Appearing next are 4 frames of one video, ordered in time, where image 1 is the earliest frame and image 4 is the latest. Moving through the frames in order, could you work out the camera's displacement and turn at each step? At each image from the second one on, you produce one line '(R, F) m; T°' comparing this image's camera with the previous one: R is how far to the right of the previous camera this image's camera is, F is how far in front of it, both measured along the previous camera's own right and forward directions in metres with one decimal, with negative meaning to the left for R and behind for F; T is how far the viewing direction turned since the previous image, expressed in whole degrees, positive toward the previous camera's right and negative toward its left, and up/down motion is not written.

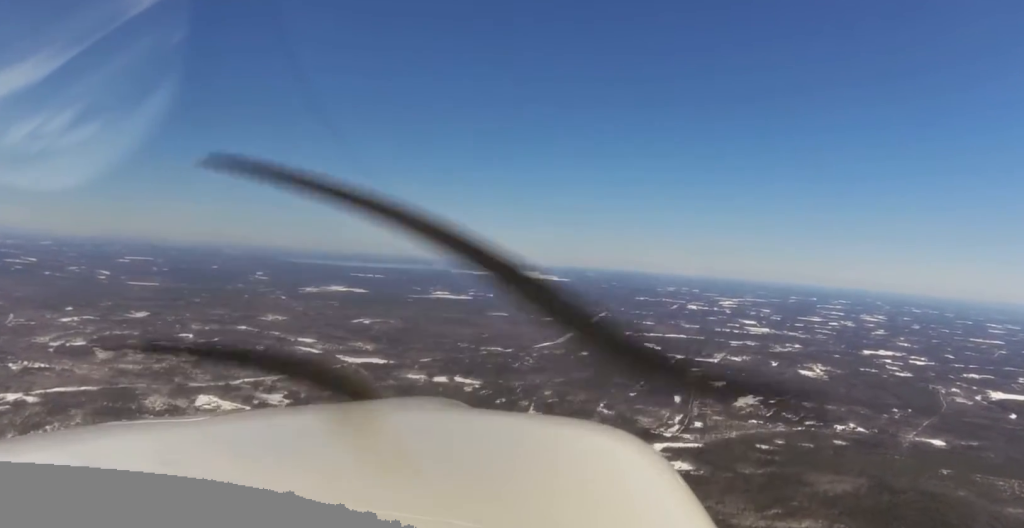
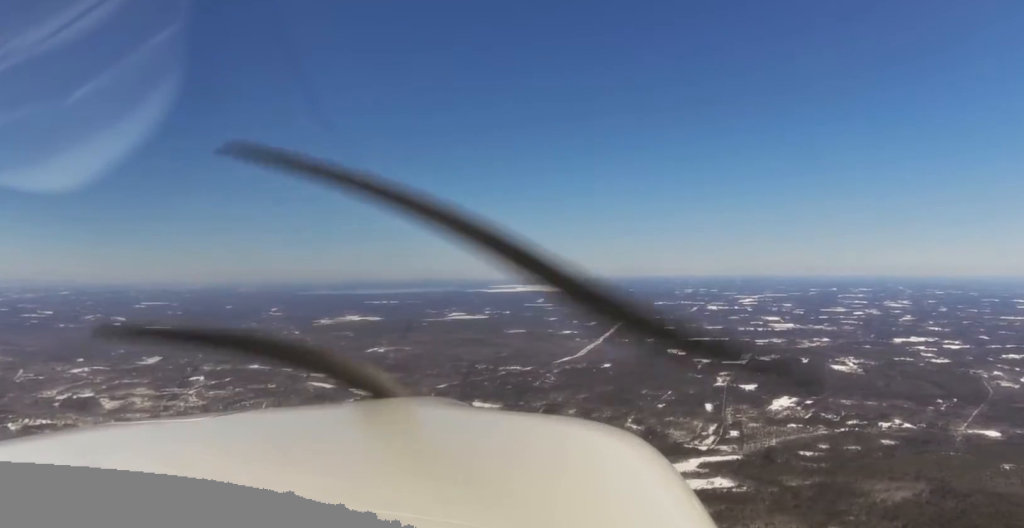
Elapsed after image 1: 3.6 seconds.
(+0.3, +230.6) m; +1°
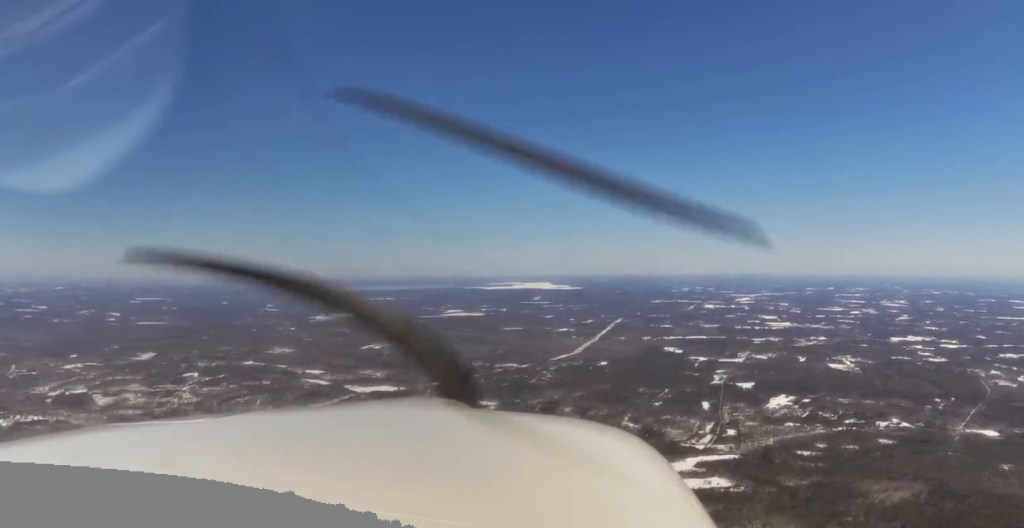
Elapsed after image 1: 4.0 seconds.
(0.0, +27.9) m; 0°
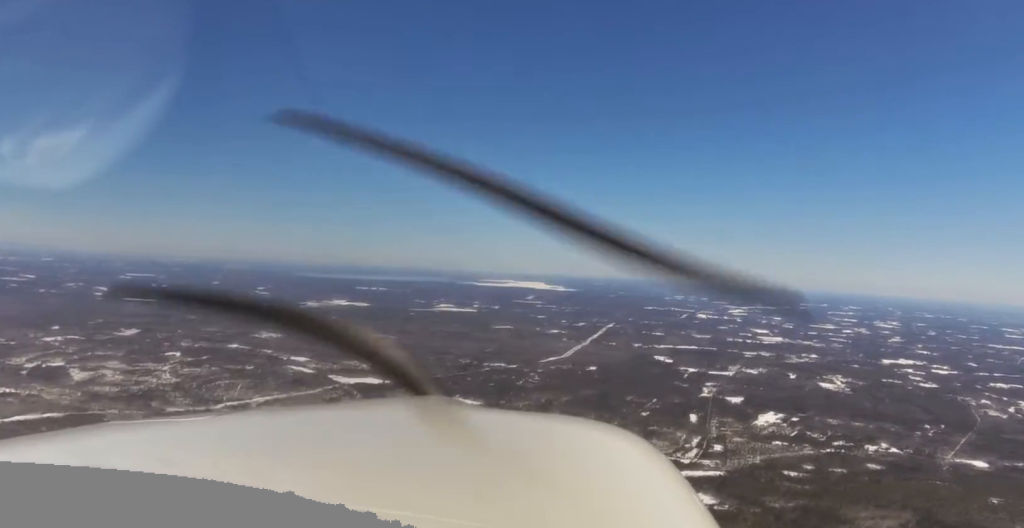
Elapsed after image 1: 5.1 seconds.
(-0.1, +68.8) m; -1°
